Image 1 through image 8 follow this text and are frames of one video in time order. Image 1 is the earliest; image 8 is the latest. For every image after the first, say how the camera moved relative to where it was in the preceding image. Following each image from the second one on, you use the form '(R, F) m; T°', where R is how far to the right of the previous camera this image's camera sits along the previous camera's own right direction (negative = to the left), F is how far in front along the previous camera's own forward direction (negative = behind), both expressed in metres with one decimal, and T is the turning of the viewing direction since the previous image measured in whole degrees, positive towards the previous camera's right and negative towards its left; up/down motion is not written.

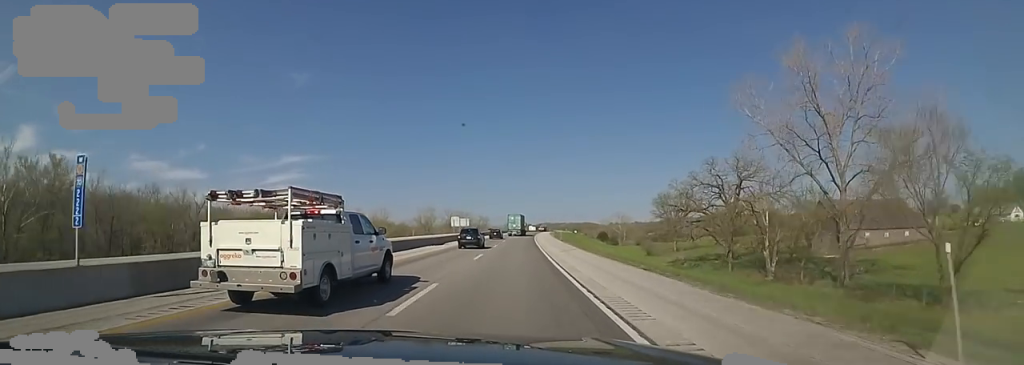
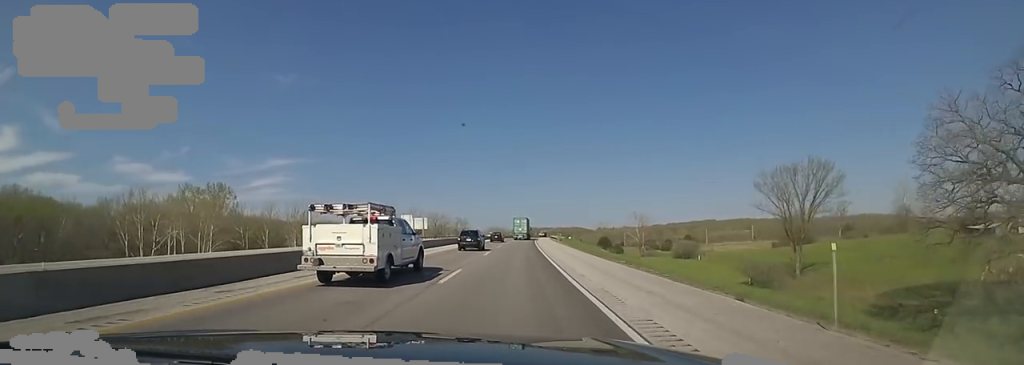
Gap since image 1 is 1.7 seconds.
(+1.7, +55.7) m; +1°
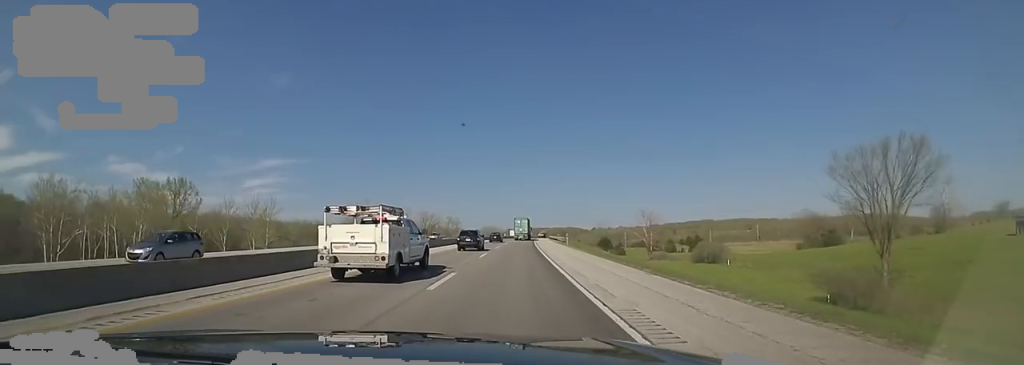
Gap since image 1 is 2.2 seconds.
(-0.9, +16.6) m; 0°
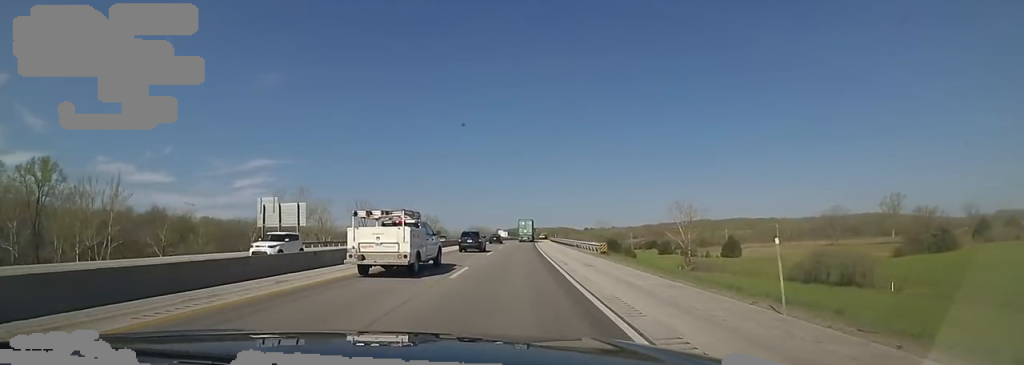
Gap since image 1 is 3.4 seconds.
(+1.9, +41.9) m; +3°
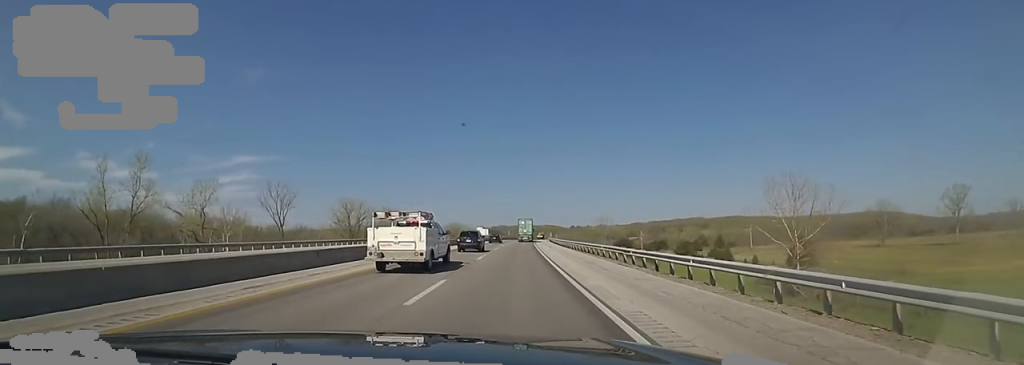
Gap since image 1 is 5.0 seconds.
(0.0, +50.9) m; 0°
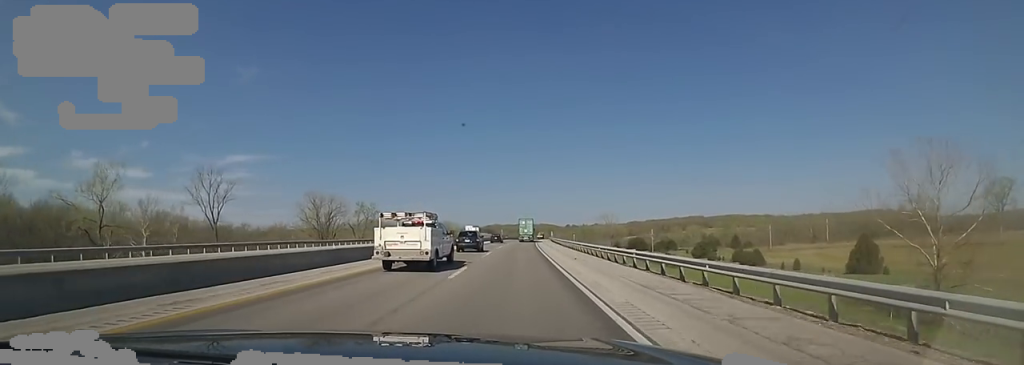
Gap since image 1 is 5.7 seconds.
(0.0, +25.5) m; +1°
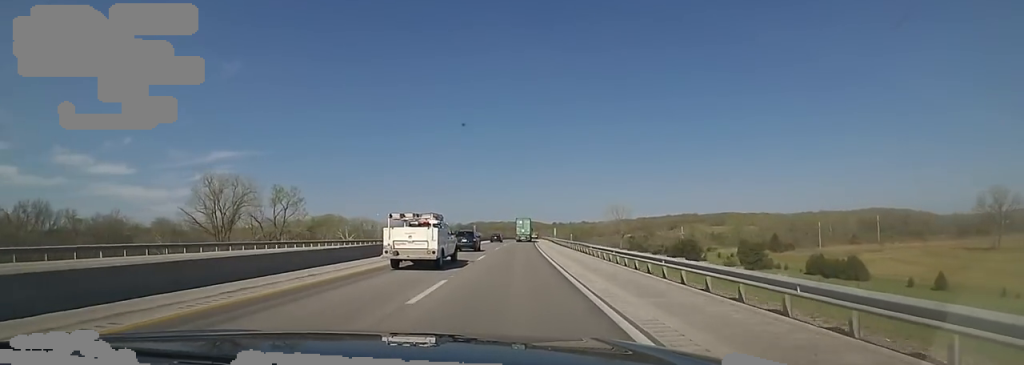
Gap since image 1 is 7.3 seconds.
(+1.7, +50.7) m; +4°
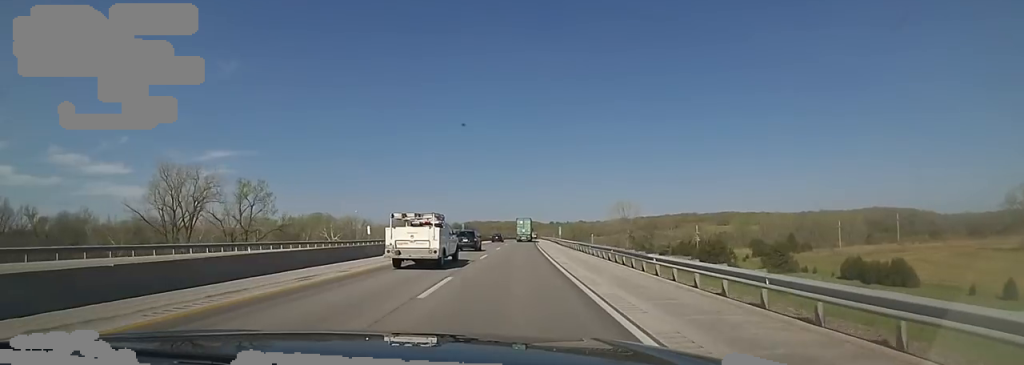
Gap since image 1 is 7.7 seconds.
(+0.1, +14.4) m; 0°
